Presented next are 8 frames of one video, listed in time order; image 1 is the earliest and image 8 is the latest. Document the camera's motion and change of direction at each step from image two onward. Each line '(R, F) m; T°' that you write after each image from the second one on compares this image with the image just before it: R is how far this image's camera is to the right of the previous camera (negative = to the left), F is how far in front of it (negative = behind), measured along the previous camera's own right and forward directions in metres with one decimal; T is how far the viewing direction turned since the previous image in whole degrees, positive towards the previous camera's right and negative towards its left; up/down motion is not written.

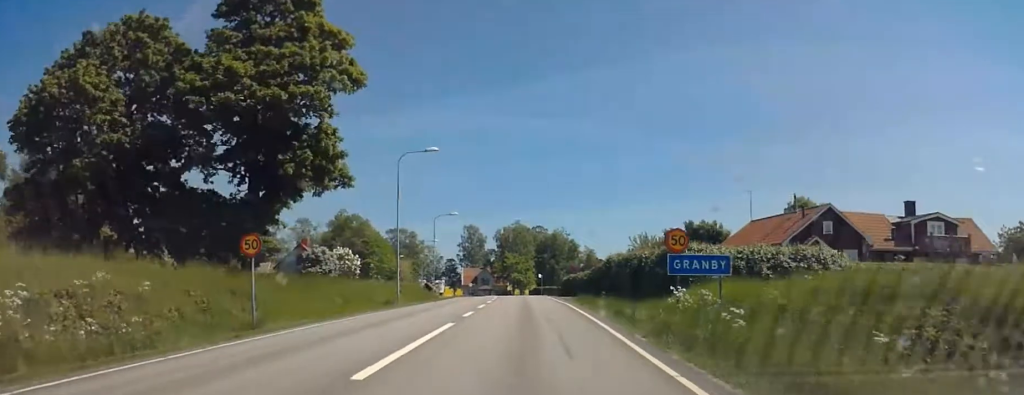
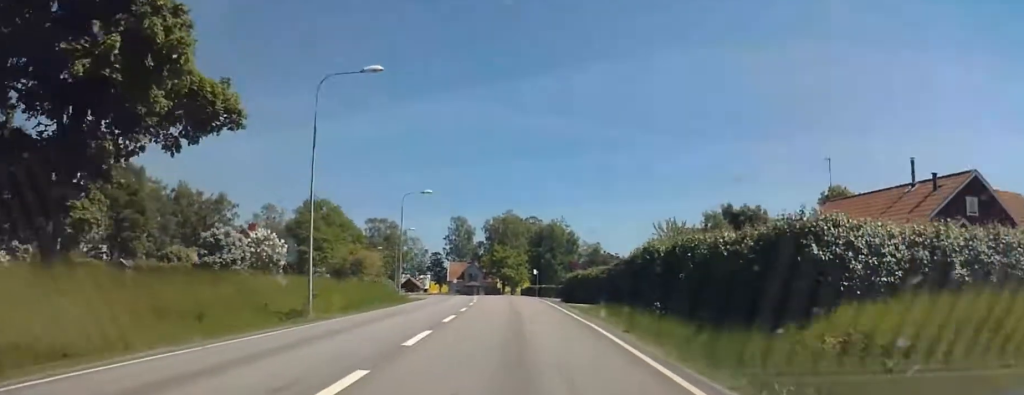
(-0.4, +14.7) m; 0°
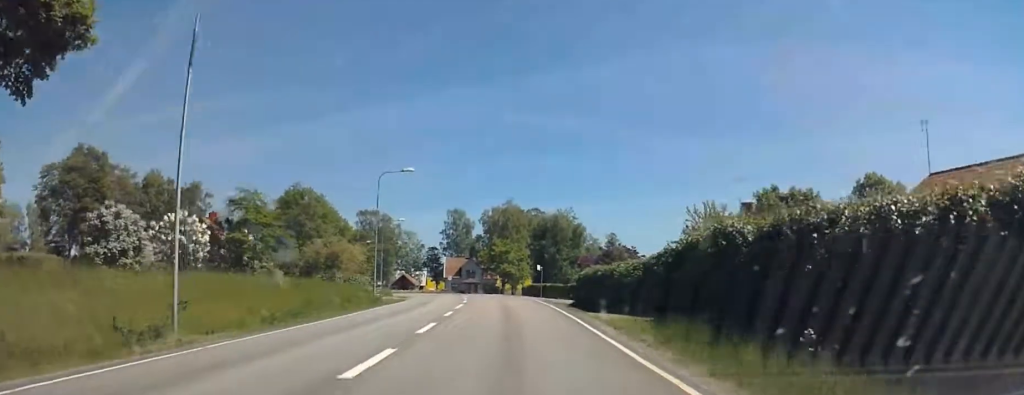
(+0.2, +9.7) m; 0°
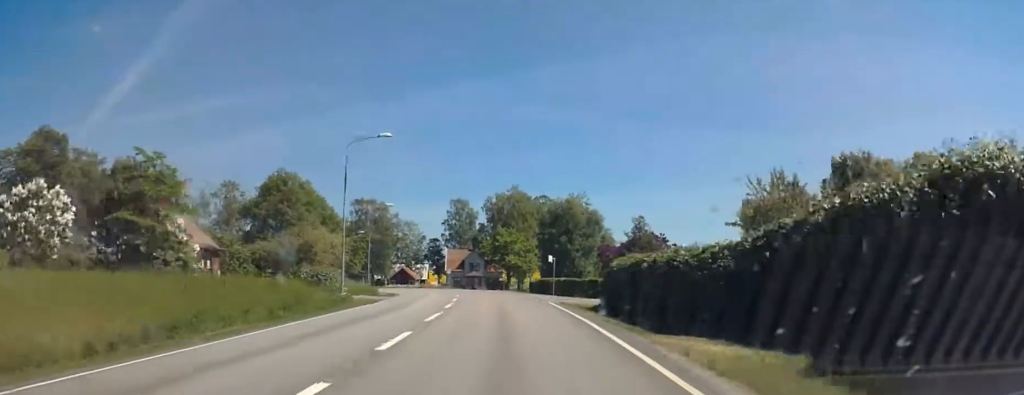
(+0.1, +9.7) m; -1°
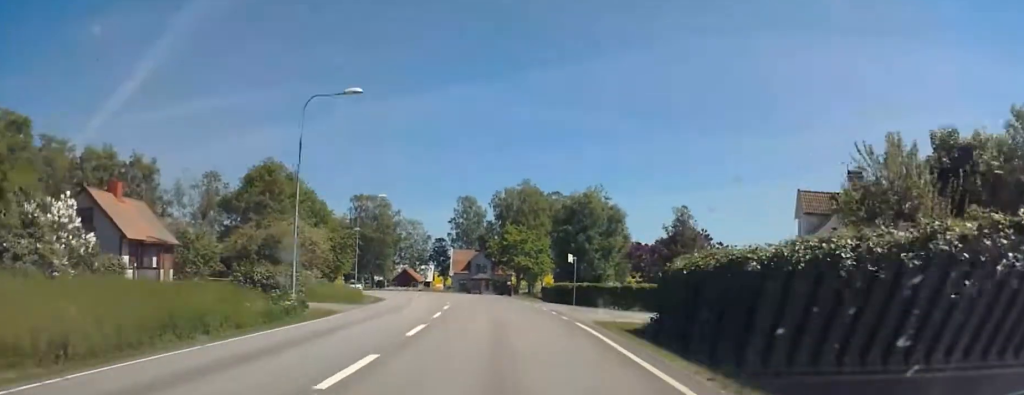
(-0.2, +9.2) m; -2°
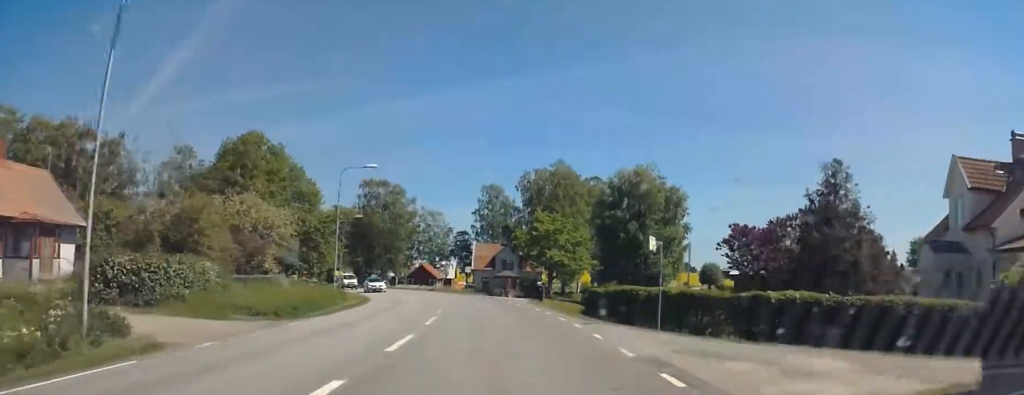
(-0.3, +15.1) m; 0°
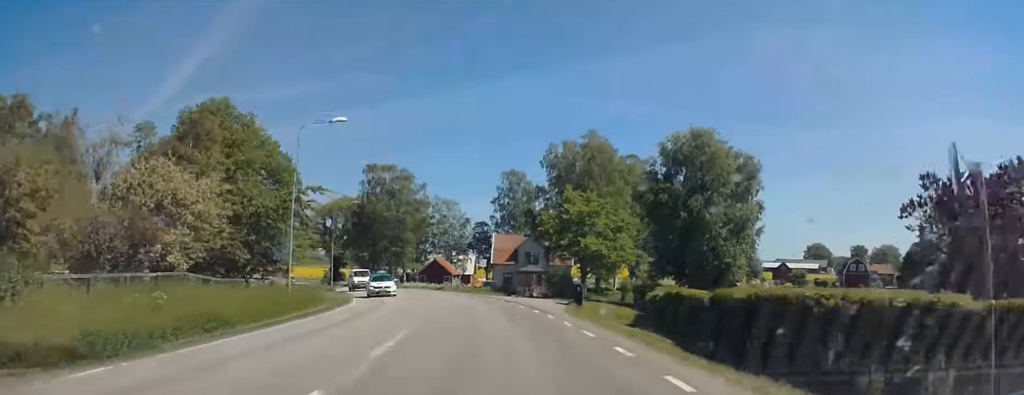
(+0.4, +12.3) m; -1°
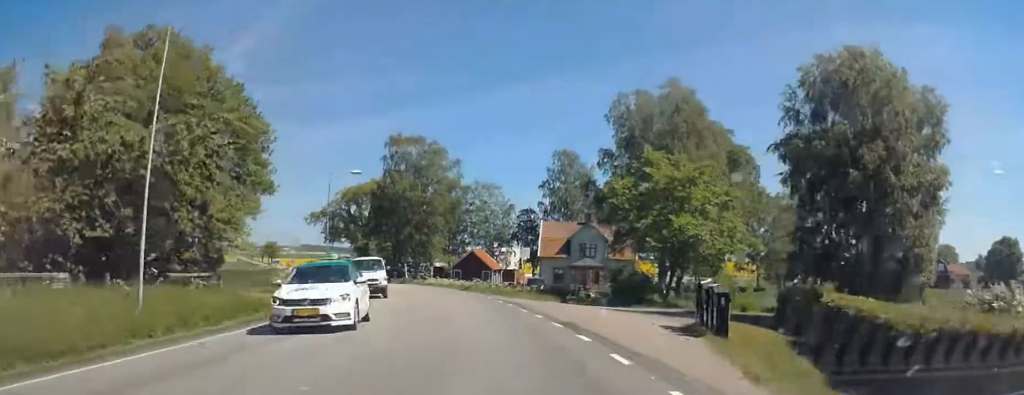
(-0.6, +15.5) m; -4°
